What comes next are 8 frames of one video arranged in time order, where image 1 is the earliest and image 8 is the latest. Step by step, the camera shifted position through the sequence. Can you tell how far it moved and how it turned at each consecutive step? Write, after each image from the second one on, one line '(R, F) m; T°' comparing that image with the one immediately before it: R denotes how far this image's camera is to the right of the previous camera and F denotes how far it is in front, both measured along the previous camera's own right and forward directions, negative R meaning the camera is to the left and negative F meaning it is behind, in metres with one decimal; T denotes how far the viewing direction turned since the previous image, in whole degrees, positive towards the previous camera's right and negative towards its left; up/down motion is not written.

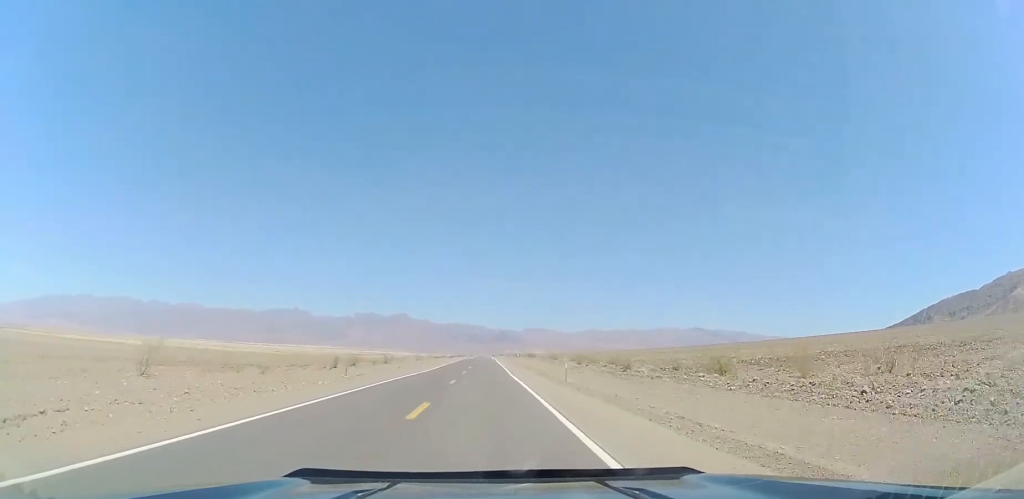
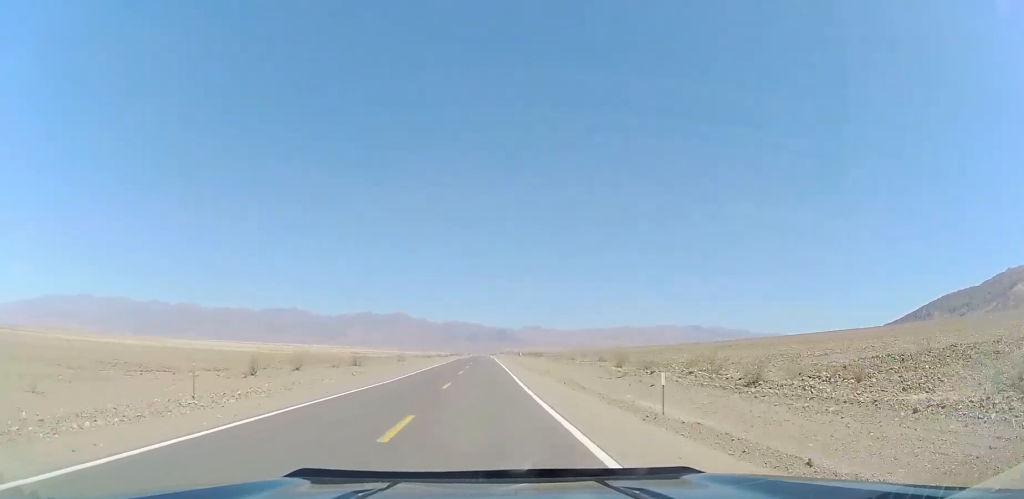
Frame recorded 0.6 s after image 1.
(0.0, +17.9) m; 0°
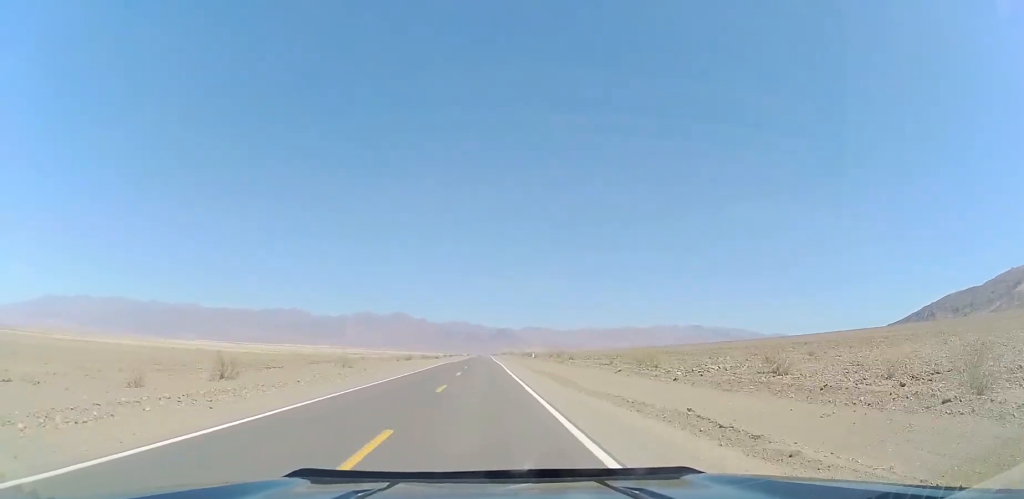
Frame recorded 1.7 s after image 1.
(-0.2, +31.8) m; 0°
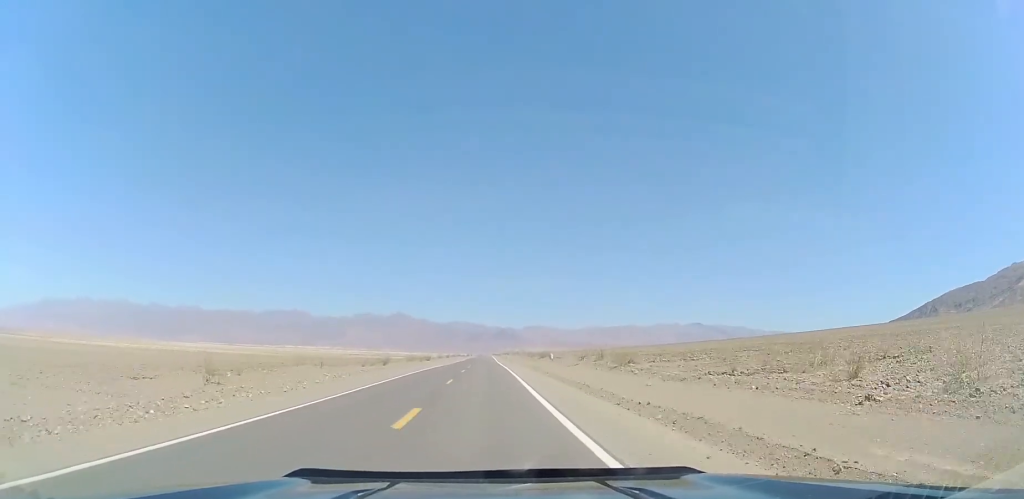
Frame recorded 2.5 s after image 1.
(+0.2, +24.8) m; 0°
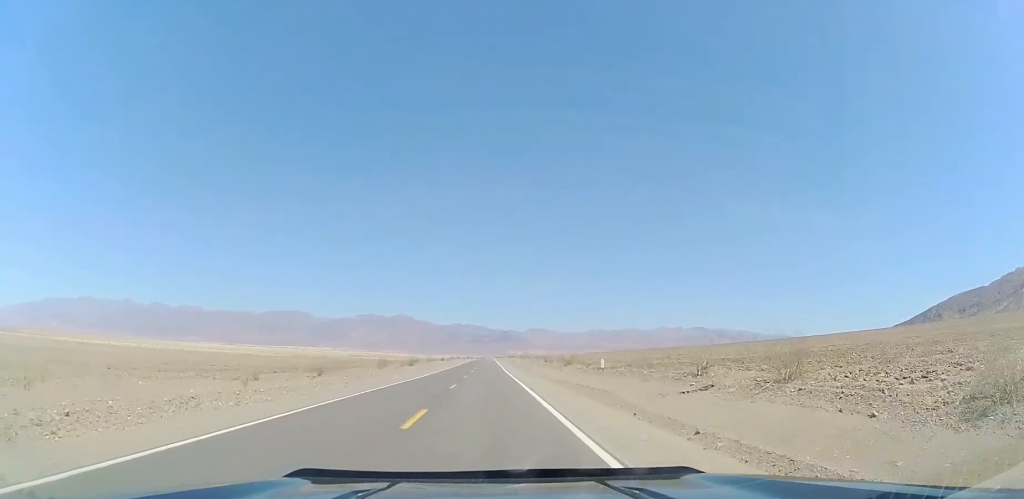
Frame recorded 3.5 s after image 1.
(0.0, +28.8) m; -1°
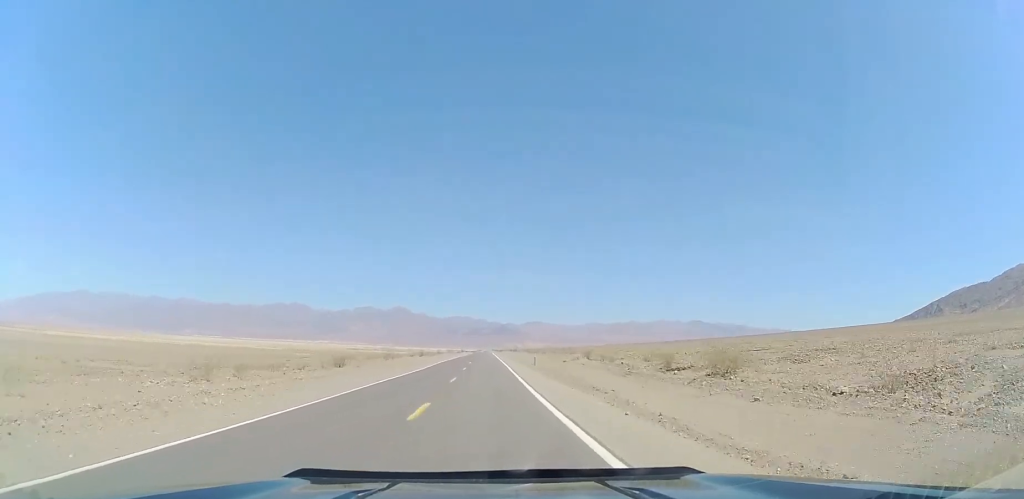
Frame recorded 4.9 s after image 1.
(-0.2, +42.7) m; 0°
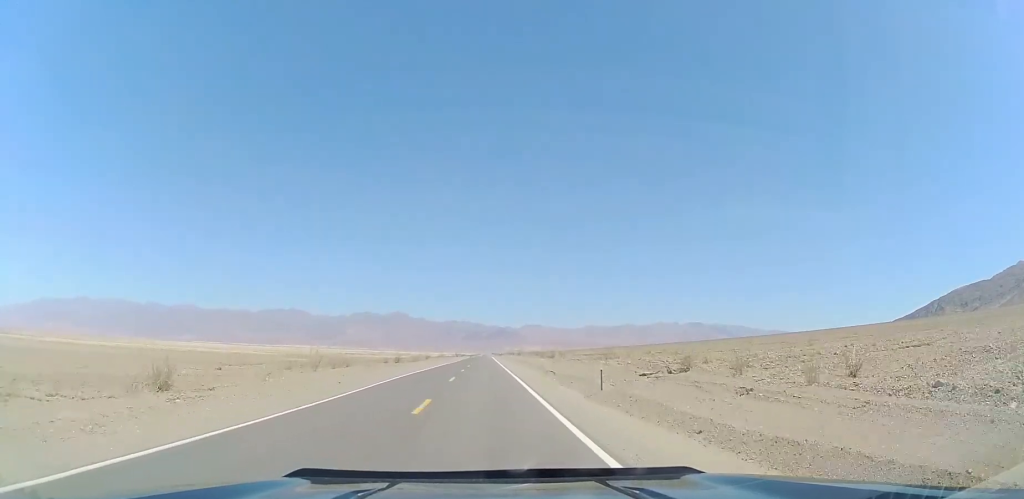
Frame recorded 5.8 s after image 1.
(+0.2, +27.8) m; 0°
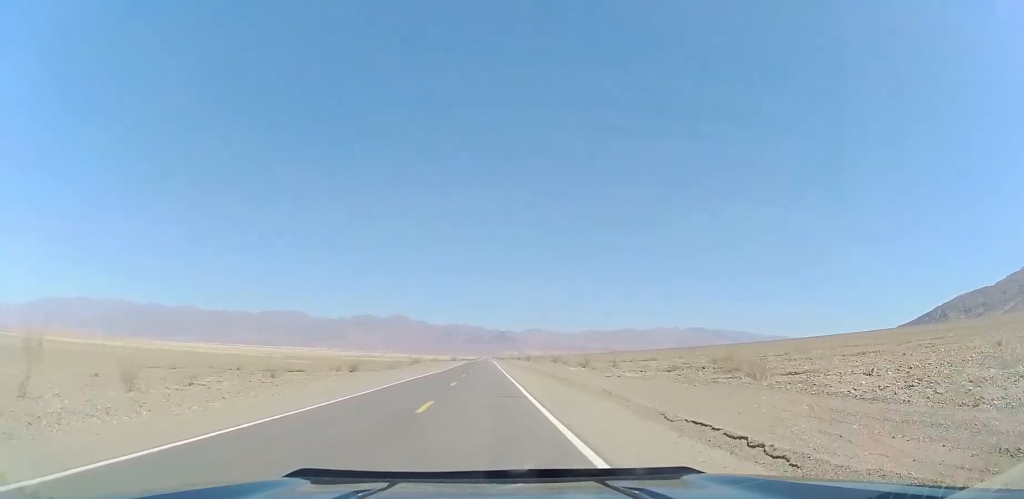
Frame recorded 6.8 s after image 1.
(-0.1, +27.9) m; 0°
